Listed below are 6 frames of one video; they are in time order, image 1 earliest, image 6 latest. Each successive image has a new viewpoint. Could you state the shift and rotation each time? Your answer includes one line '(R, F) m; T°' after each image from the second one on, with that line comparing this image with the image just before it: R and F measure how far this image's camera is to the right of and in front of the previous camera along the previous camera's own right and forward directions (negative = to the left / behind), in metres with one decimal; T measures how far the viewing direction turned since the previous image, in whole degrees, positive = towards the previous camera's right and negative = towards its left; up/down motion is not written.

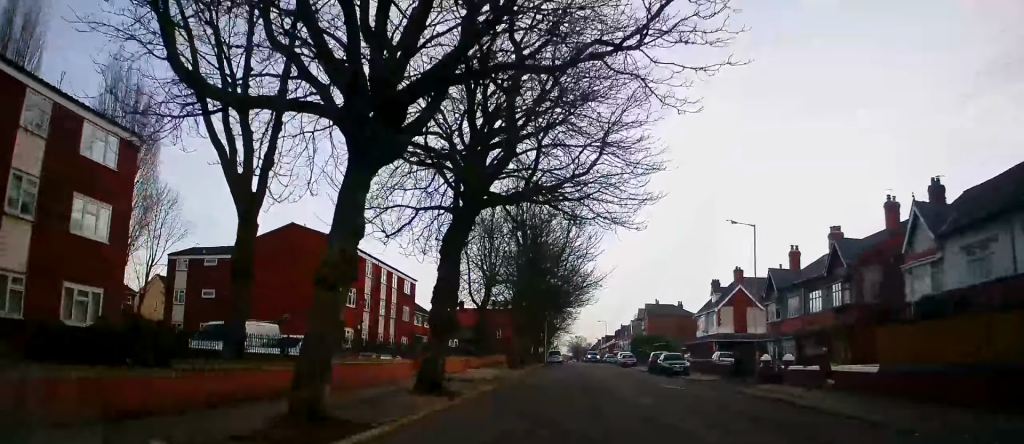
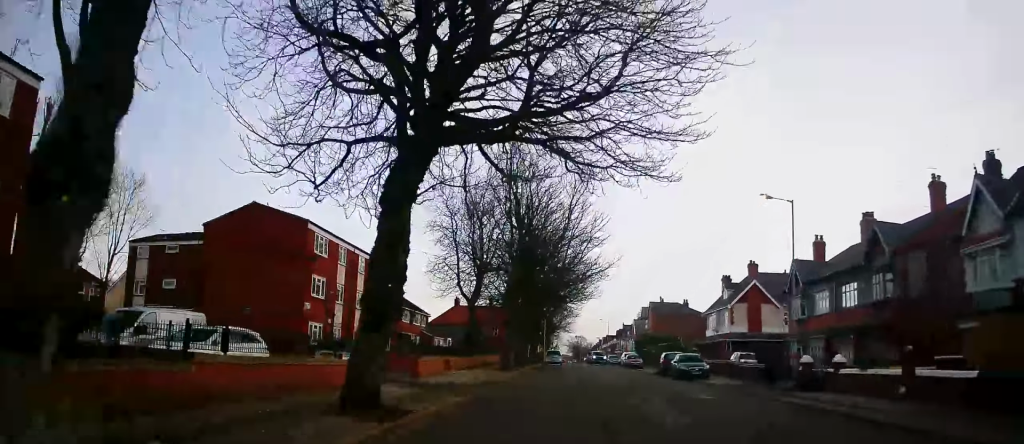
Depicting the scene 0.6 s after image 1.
(0.0, +5.4) m; -1°
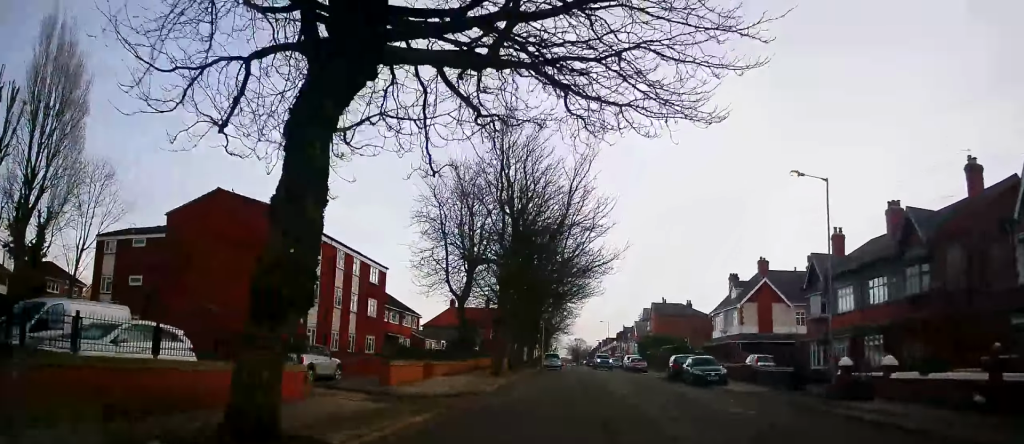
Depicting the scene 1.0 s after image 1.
(-0.1, +3.8) m; 0°
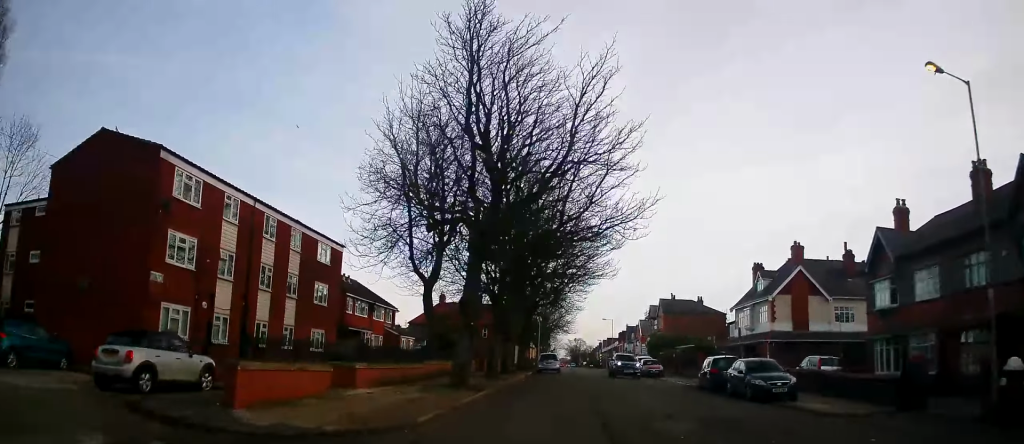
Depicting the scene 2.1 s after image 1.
(-0.1, +9.4) m; 0°
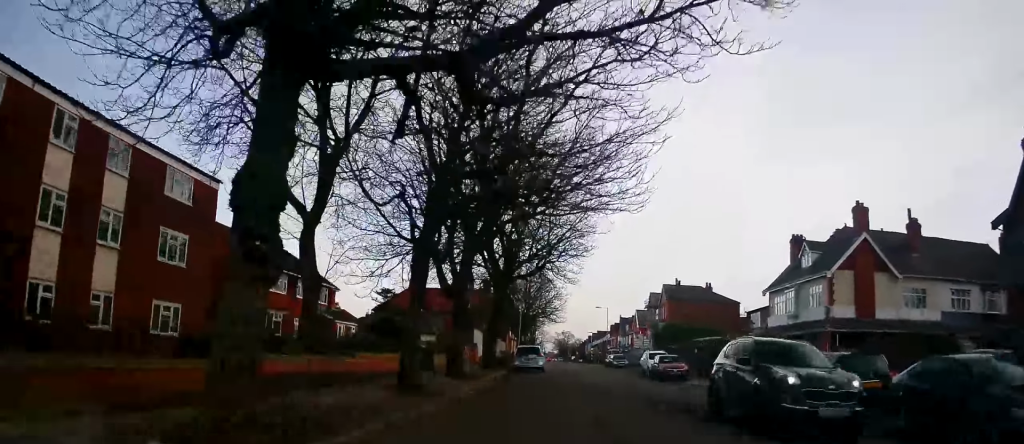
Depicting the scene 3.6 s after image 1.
(-0.1, +13.6) m; 0°
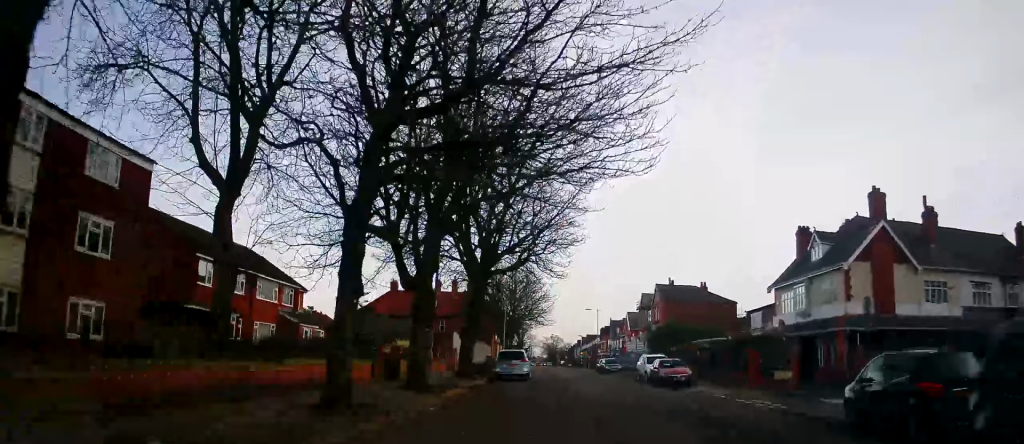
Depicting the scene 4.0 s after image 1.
(+0.1, +4.0) m; +1°
